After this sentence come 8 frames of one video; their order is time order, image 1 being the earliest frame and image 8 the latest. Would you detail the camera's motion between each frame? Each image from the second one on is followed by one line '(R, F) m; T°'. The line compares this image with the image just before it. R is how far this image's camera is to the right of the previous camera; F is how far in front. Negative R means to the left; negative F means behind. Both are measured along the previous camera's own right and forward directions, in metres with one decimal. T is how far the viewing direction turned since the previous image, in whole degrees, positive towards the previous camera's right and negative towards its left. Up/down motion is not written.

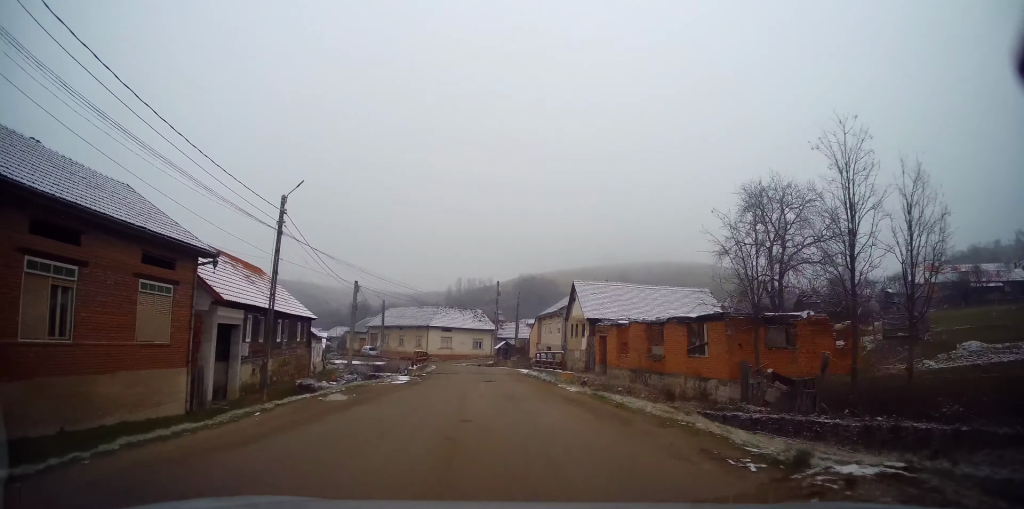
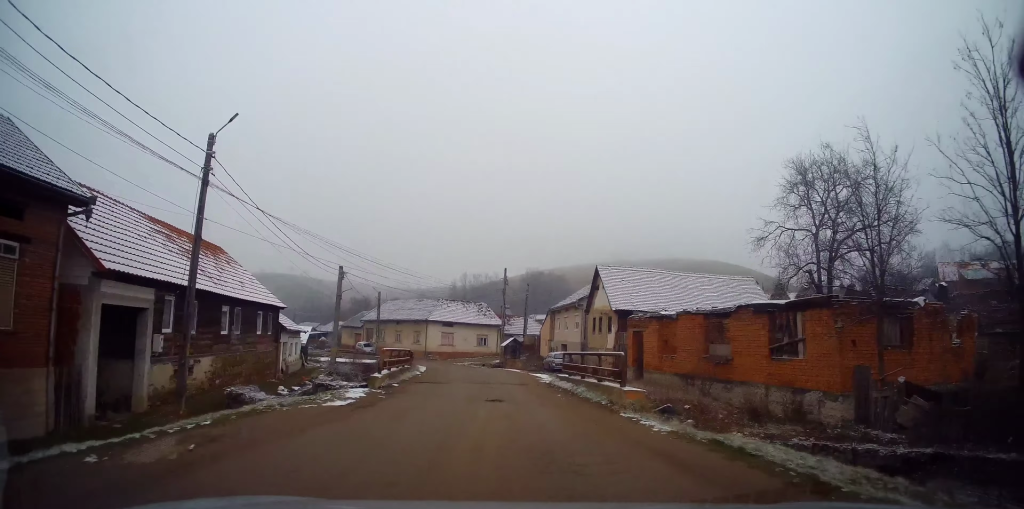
(-0.1, +7.1) m; -1°
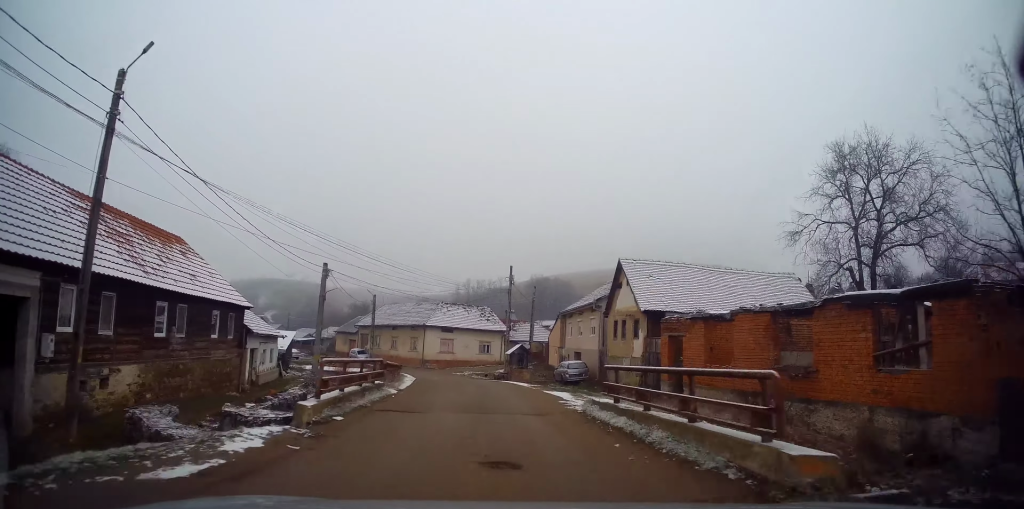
(0.0, +5.4) m; 0°
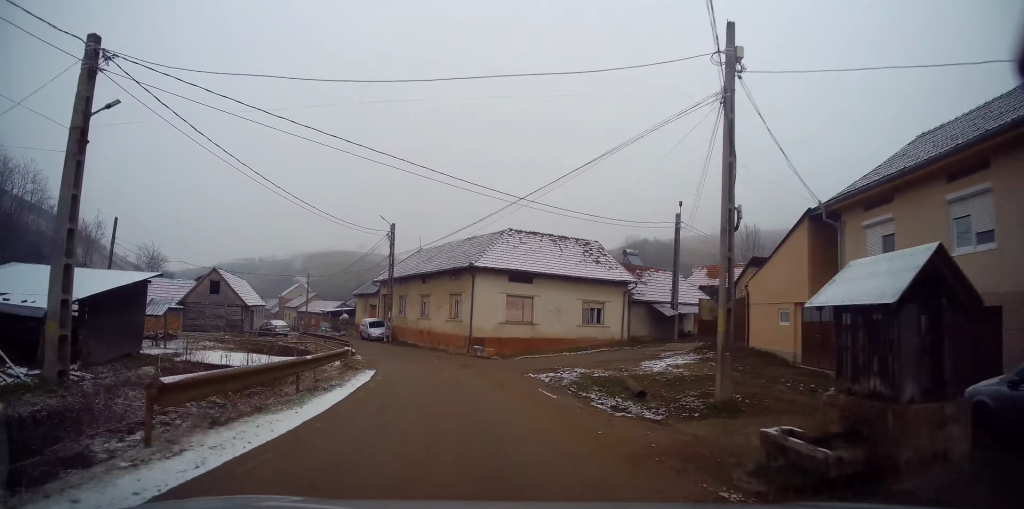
(-1.9, +30.2) m; -10°
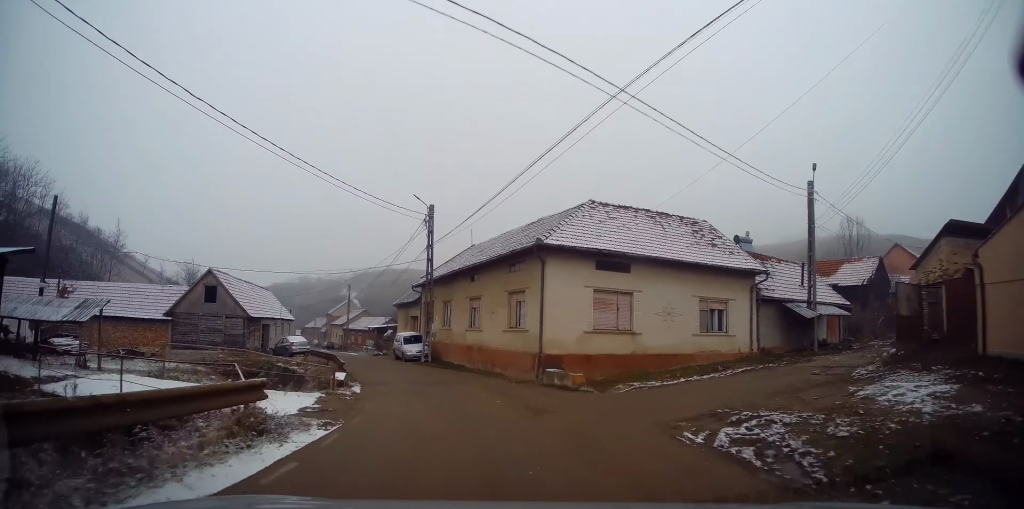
(-0.2, +9.9) m; -6°
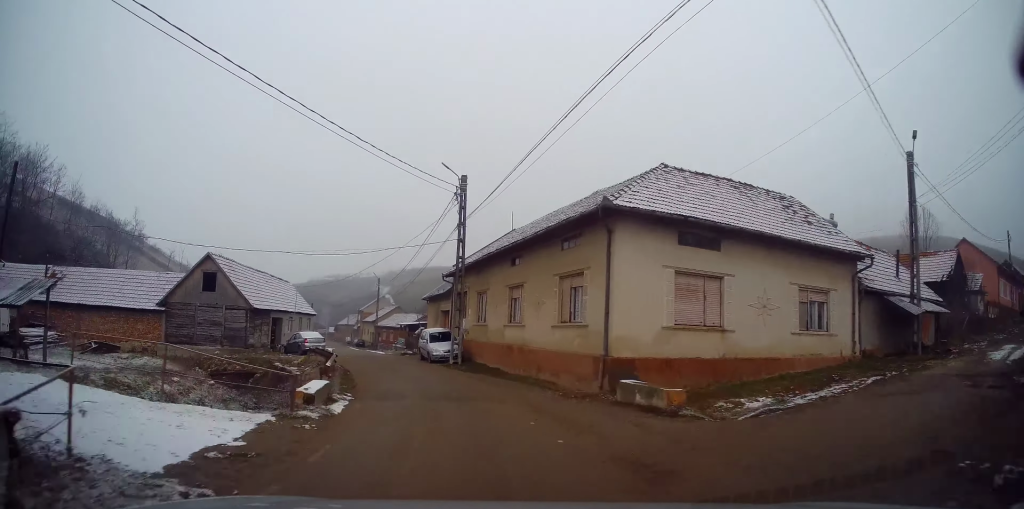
(-0.3, +5.0) m; -4°
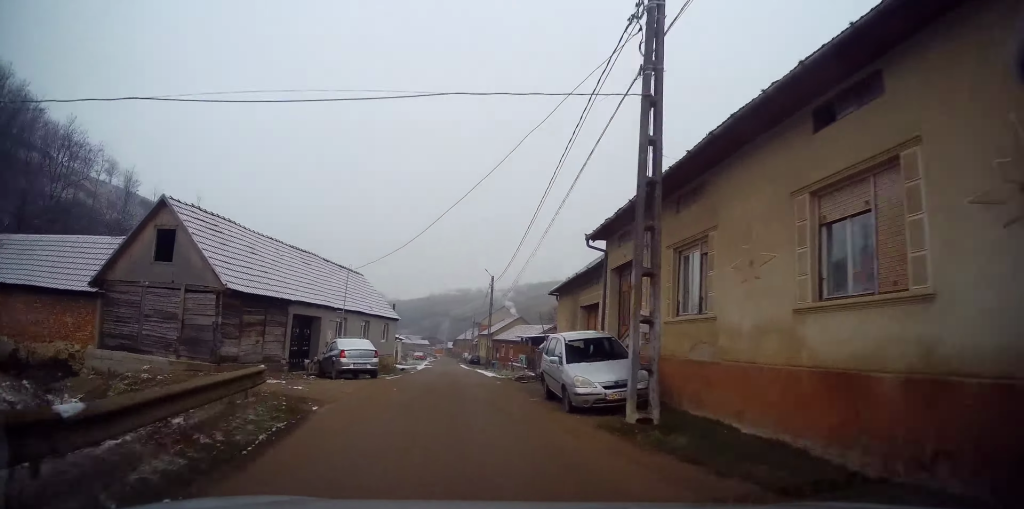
(-1.8, +15.0) m; -13°
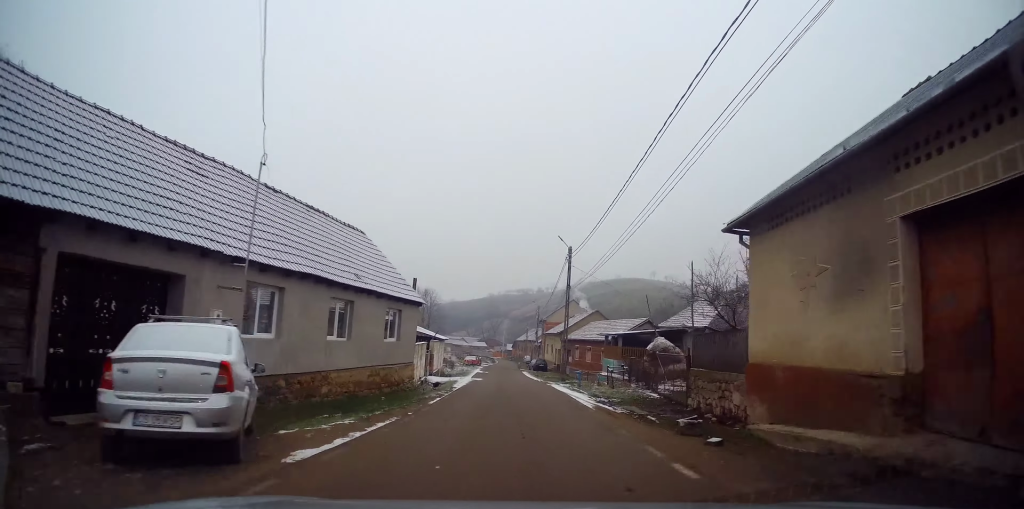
(-1.5, +15.4) m; -6°
